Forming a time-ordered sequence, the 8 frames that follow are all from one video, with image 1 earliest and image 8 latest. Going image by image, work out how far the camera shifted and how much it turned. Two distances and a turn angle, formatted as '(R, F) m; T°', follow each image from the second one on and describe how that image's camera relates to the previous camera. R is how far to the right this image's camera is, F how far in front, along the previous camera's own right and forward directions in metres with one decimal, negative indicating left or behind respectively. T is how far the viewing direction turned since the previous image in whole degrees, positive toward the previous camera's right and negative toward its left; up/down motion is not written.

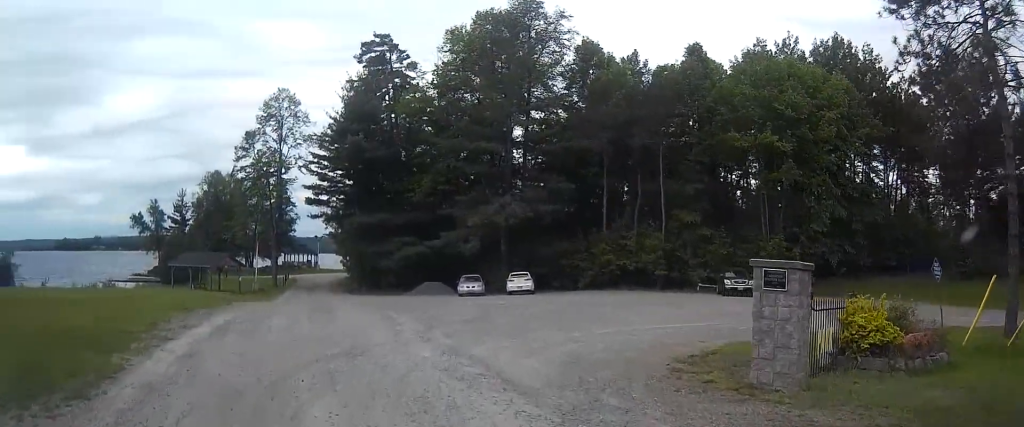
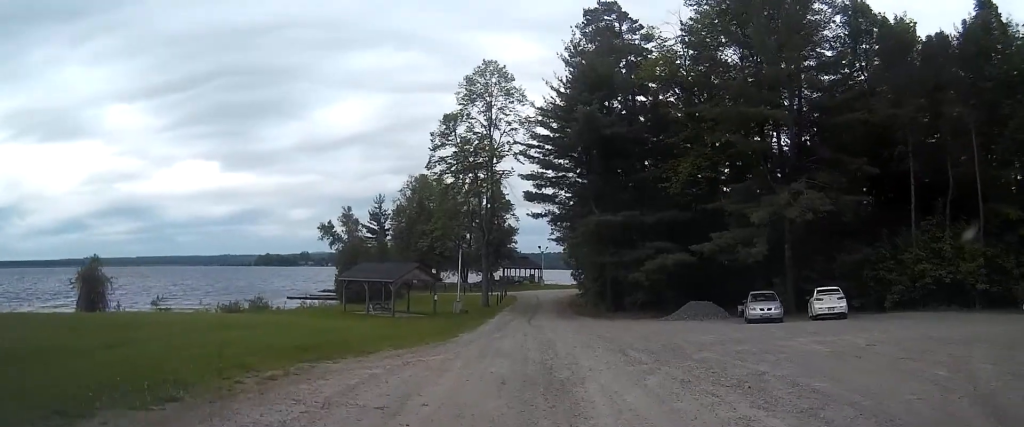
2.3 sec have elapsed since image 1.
(-4.0, +14.5) m; -20°
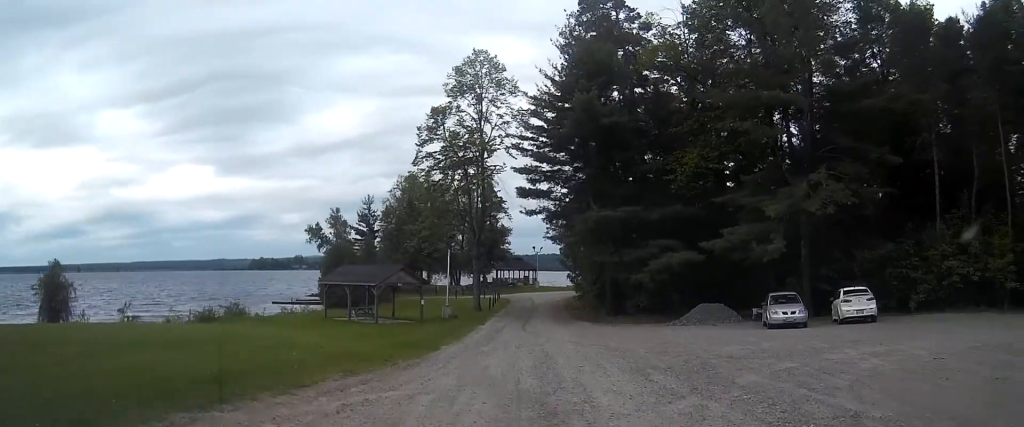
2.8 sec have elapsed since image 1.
(0.0, +3.8) m; 0°
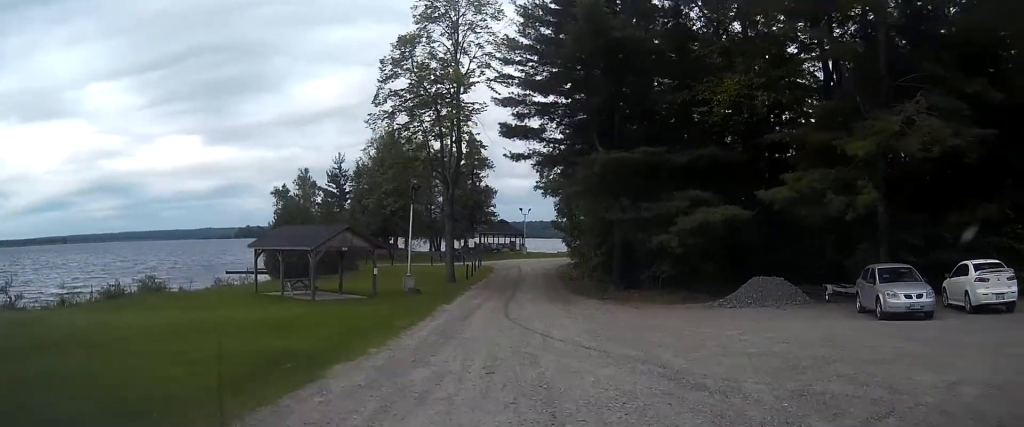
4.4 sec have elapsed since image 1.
(+0.1, +11.8) m; +1°
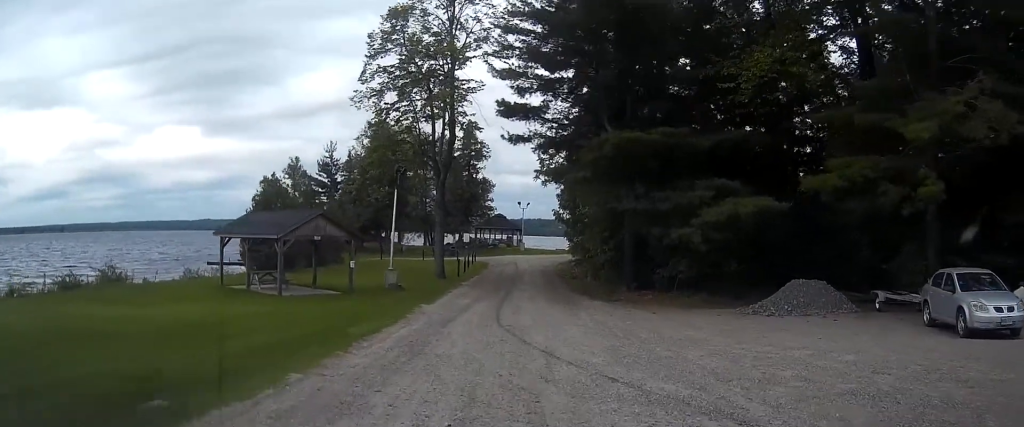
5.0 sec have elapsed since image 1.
(0.0, +4.9) m; 0°
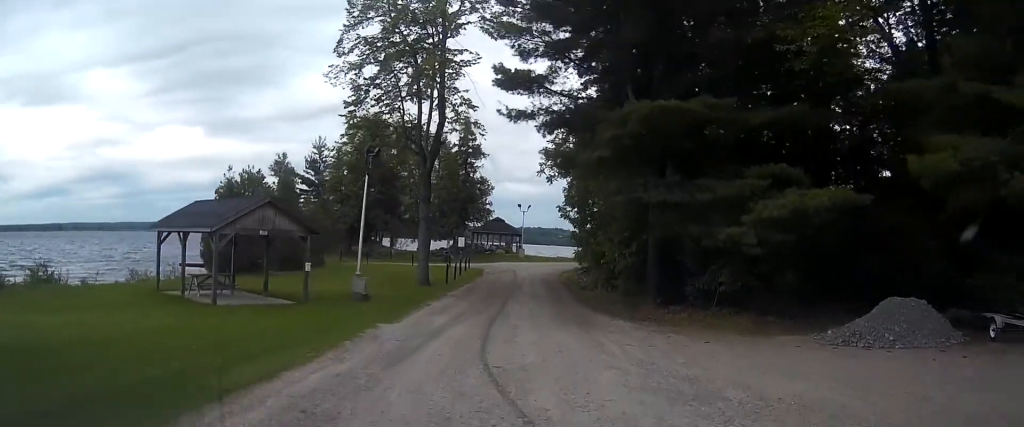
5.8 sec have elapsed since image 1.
(-0.1, +7.2) m; 0°
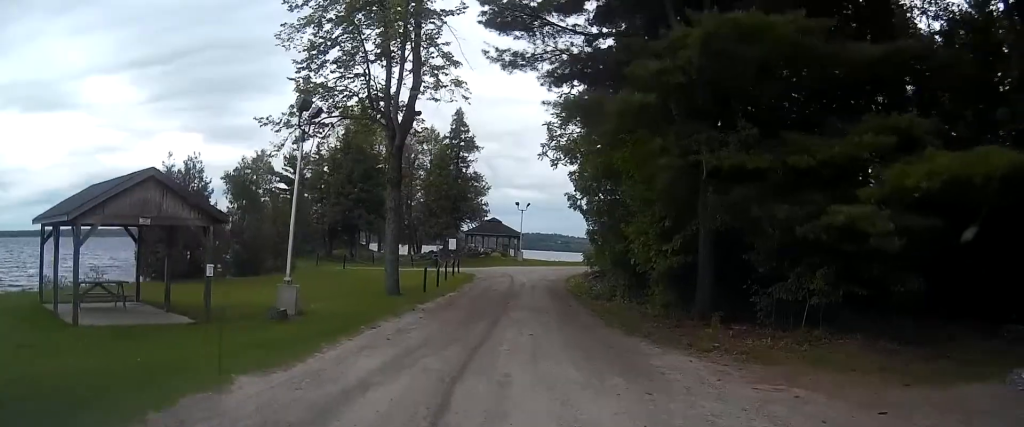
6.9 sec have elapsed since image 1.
(+0.1, +8.7) m; +1°
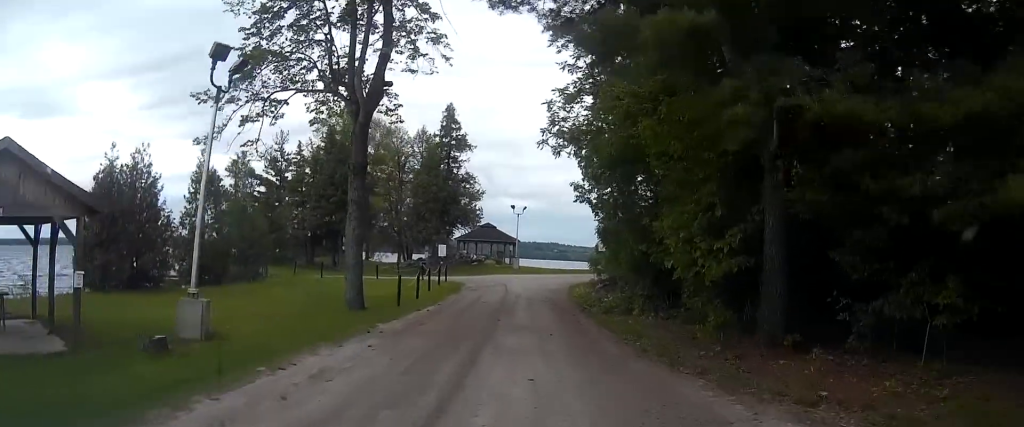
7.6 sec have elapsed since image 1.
(0.0, +5.9) m; 0°
